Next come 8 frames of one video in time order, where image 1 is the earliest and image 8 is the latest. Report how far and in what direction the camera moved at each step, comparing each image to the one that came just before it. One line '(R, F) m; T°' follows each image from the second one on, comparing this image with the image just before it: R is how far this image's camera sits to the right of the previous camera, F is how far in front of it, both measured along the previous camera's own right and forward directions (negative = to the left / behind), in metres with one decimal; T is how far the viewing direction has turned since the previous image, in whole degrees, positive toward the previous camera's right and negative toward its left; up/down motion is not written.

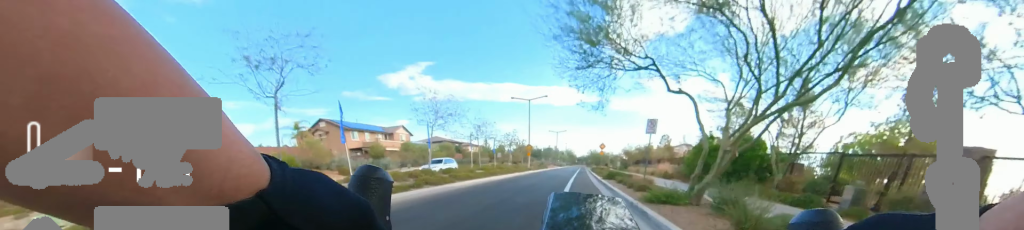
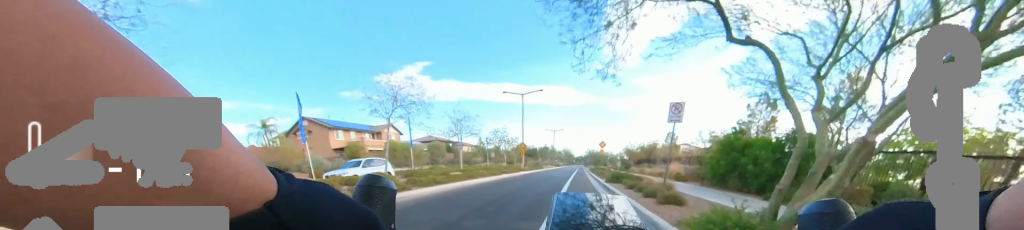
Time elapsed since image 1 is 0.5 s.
(0.0, +3.3) m; +1°
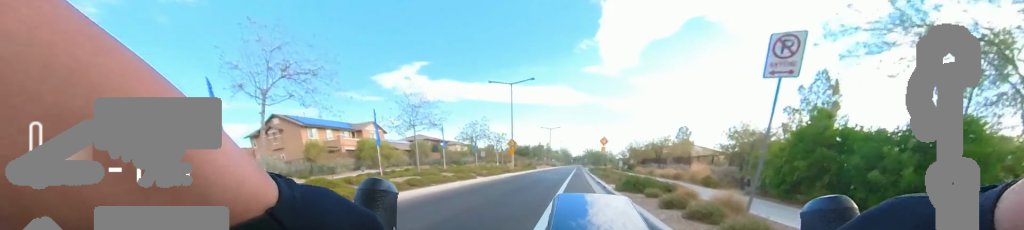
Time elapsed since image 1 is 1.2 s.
(0.0, +4.9) m; +4°
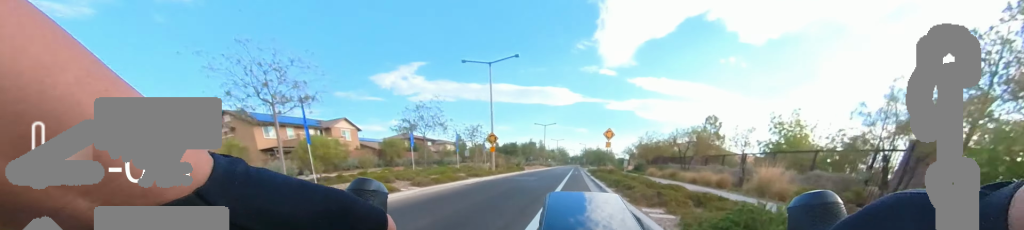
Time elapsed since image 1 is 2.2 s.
(+0.4, +6.8) m; +6°
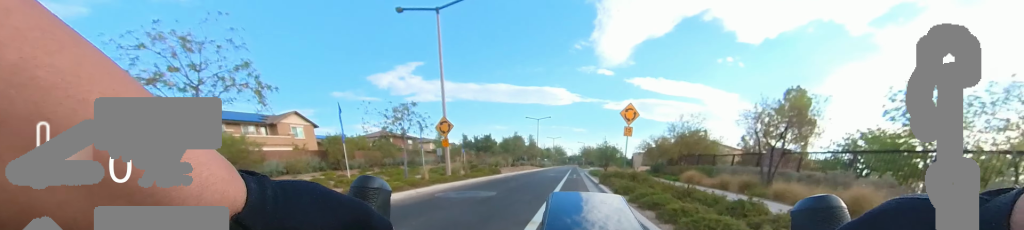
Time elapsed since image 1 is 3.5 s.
(-0.2, +9.4) m; -7°
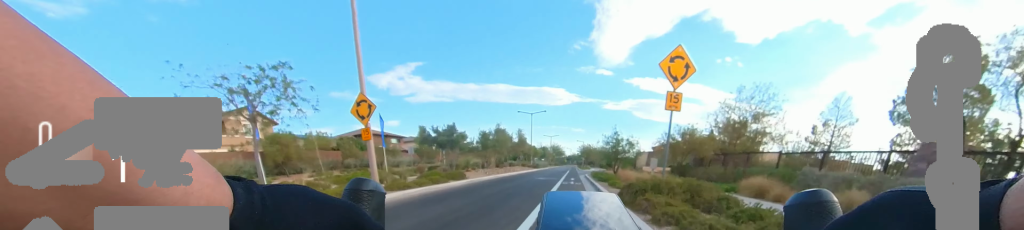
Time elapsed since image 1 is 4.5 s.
(-0.3, +7.0) m; -3°
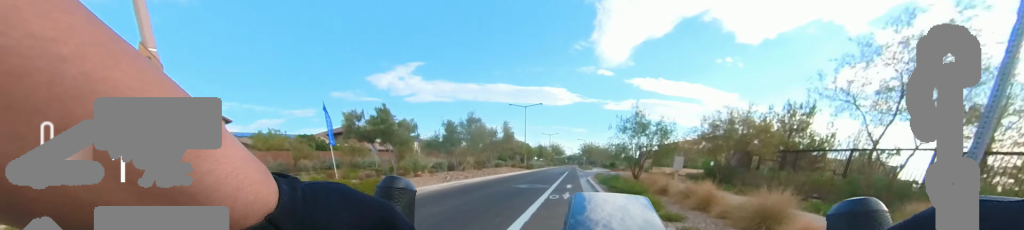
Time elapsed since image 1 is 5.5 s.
(0.0, +6.2) m; 0°
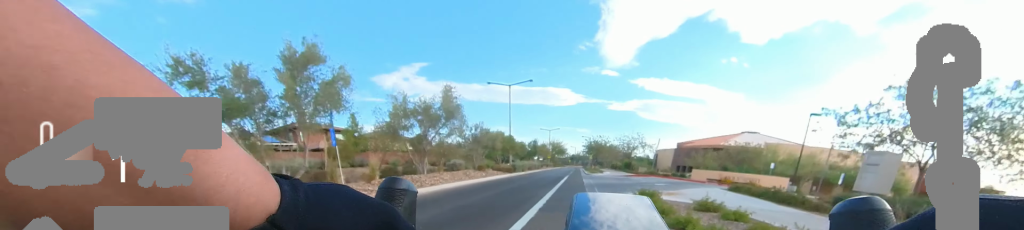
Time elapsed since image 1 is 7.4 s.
(+1.3, +12.0) m; +11°
